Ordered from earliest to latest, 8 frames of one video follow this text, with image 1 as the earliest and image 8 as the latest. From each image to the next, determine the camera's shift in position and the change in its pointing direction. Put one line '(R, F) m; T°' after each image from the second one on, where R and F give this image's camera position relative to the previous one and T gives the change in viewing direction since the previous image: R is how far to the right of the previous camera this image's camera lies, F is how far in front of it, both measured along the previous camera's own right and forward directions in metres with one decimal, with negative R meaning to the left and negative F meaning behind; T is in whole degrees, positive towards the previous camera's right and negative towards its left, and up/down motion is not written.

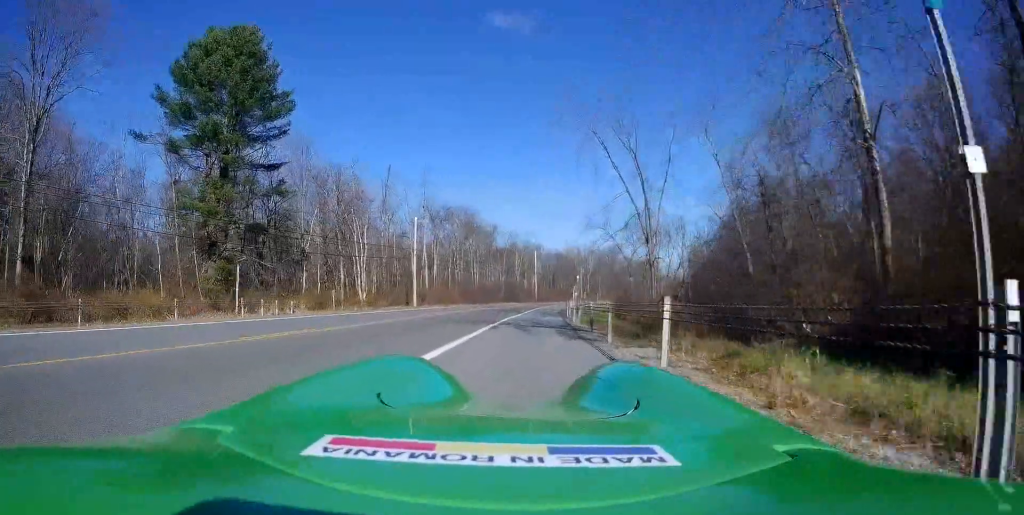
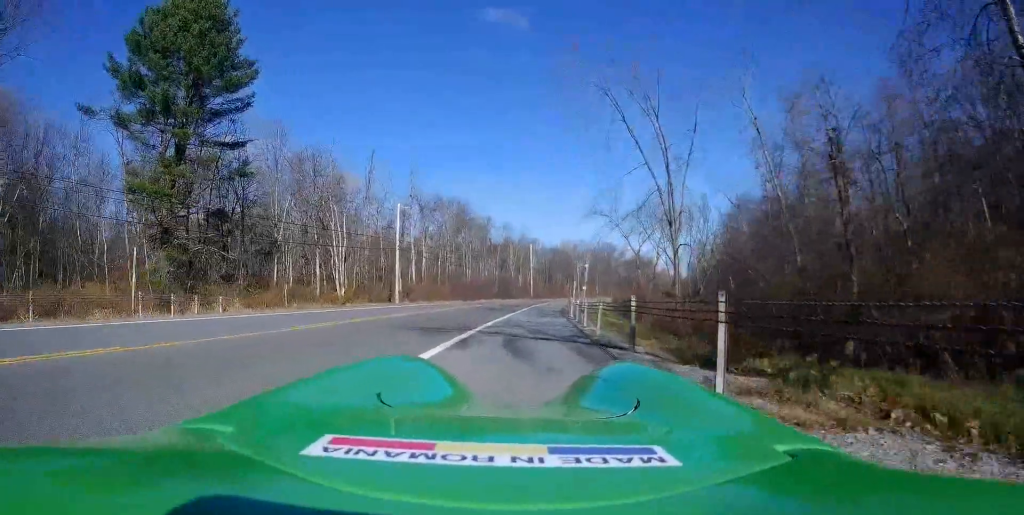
(0.0, +6.5) m; 0°
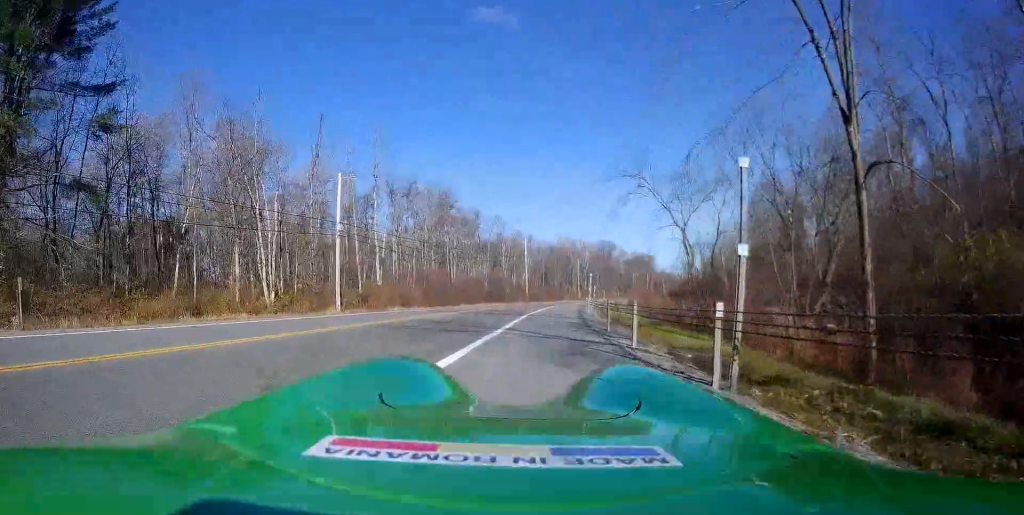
(+0.2, +17.4) m; +1°
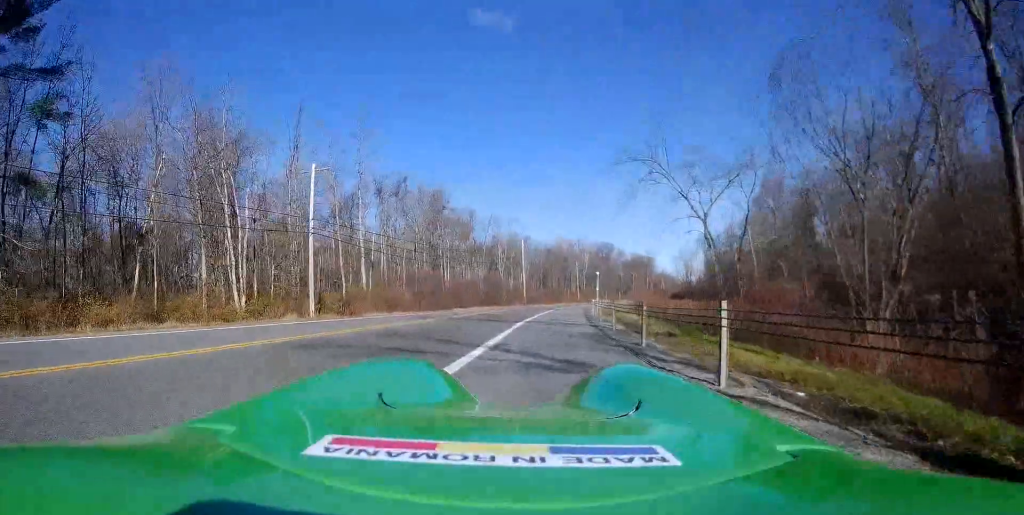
(+0.1, +5.0) m; 0°
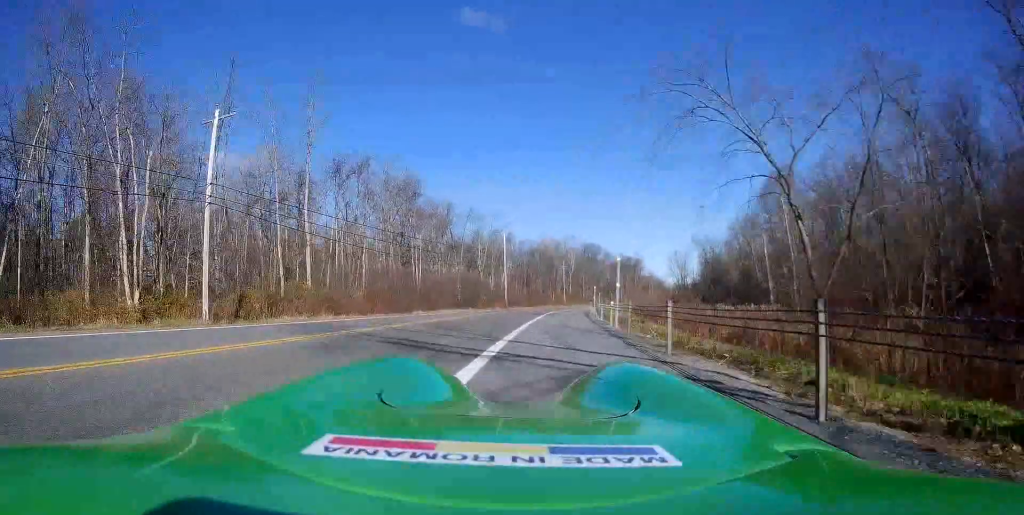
(+0.1, +11.7) m; +5°
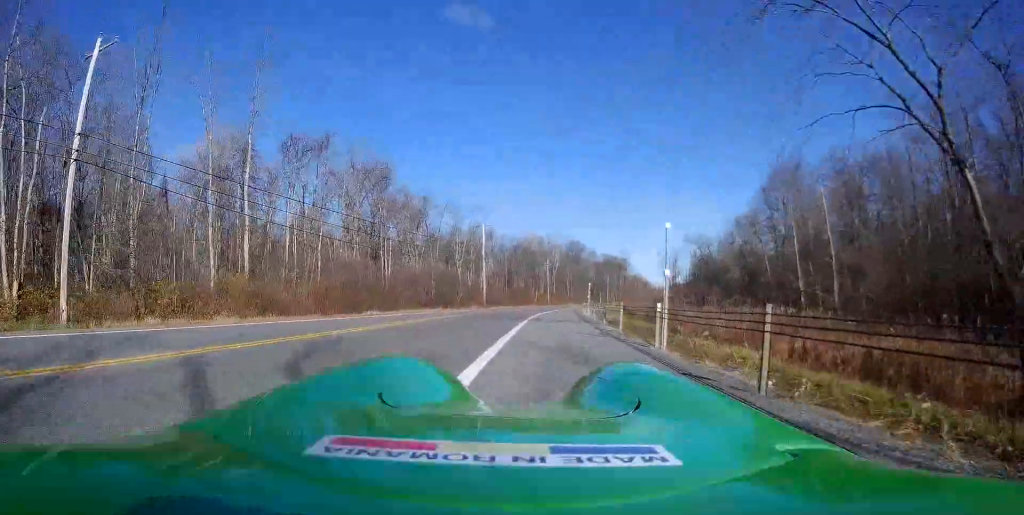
(+0.8, +8.9) m; +4°
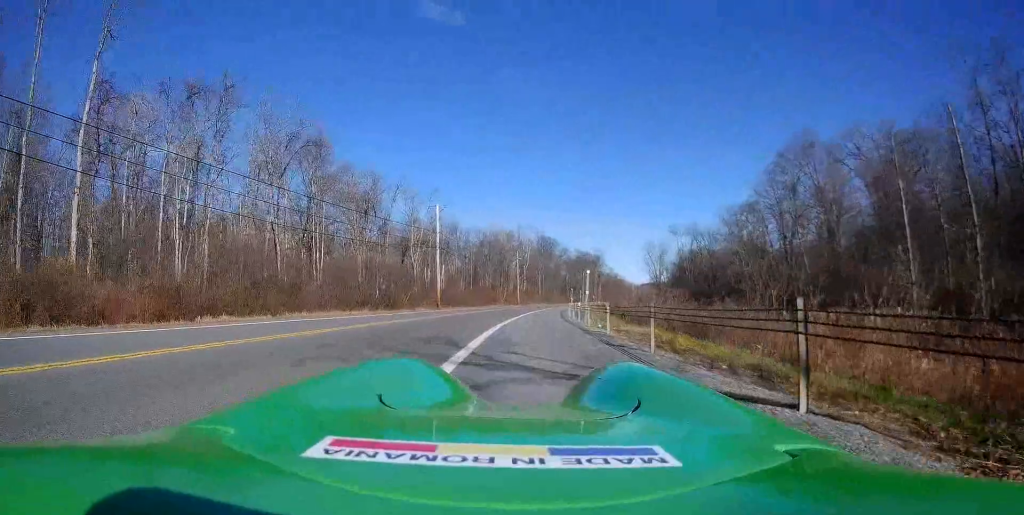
(-1.2, +16.3) m; -5°
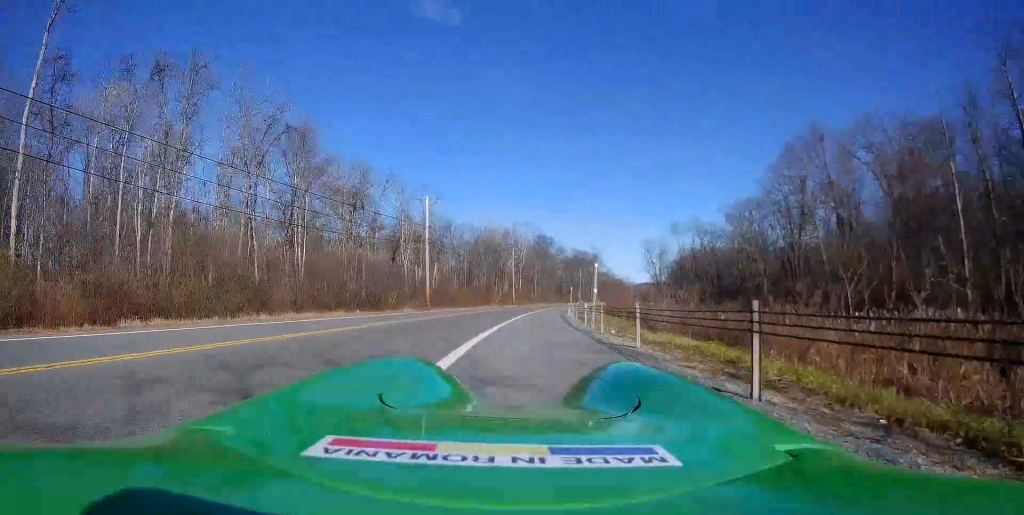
(0.0, +4.2) m; 0°
